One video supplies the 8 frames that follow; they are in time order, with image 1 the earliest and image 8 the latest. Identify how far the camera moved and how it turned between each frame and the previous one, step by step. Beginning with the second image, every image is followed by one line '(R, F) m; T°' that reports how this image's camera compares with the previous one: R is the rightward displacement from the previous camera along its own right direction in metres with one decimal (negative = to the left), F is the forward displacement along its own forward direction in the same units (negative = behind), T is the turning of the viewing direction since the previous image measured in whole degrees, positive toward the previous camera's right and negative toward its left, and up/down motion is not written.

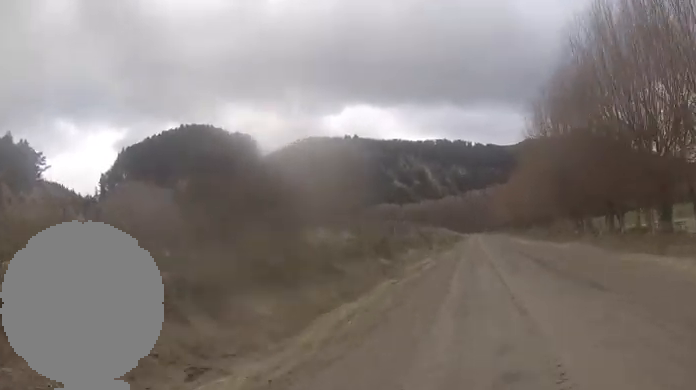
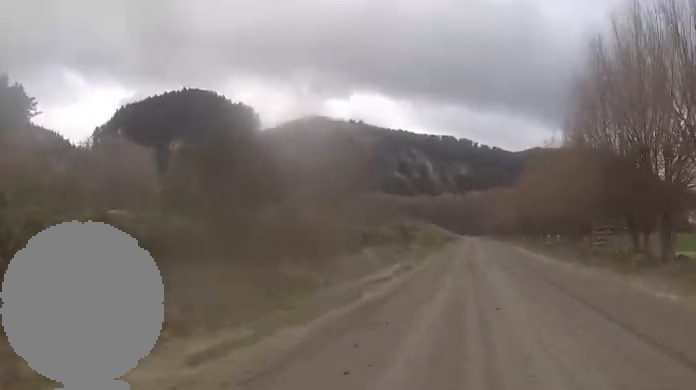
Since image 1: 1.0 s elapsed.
(+0.5, +20.7) m; +2°
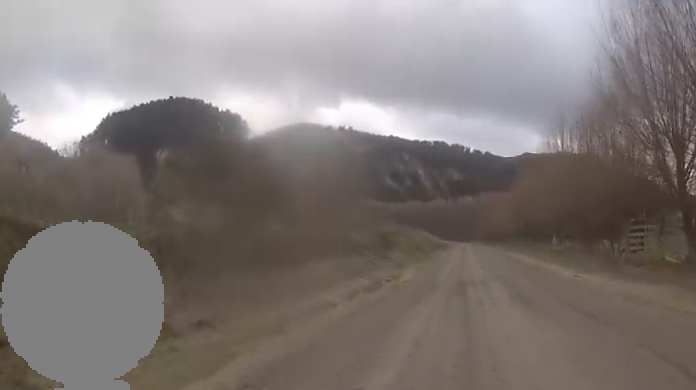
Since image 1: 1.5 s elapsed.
(+0.1, +9.9) m; 0°
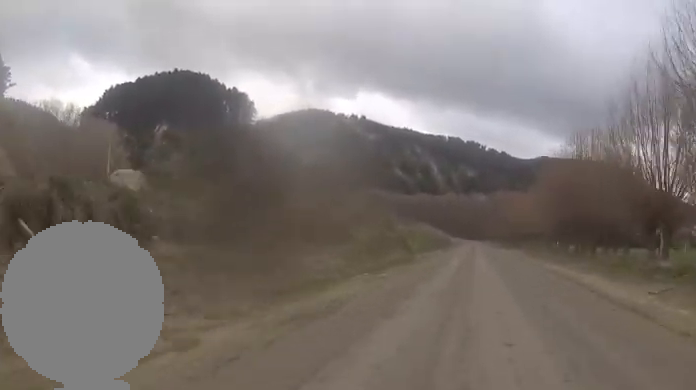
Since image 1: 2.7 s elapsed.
(0.0, +26.6) m; -1°
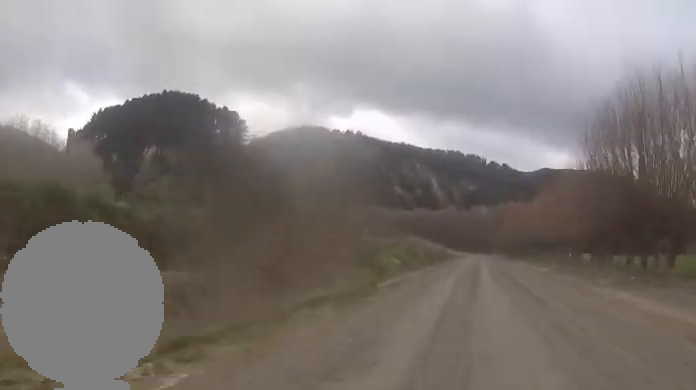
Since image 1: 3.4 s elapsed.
(0.0, +15.0) m; -1°
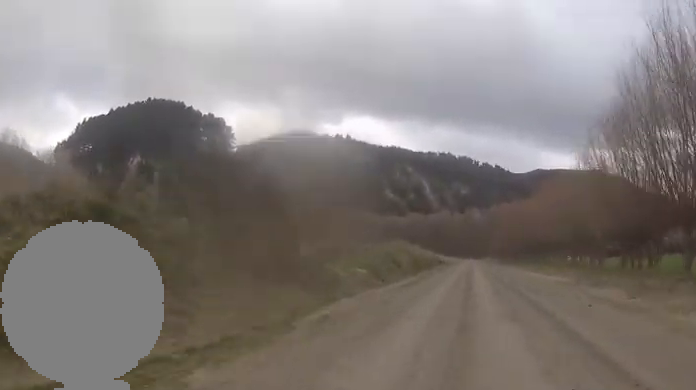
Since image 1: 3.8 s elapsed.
(-0.3, +9.2) m; 0°
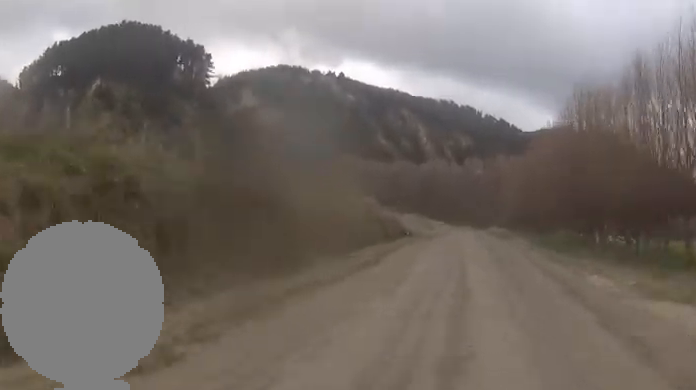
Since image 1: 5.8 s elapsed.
(+1.0, +40.1) m; +1°
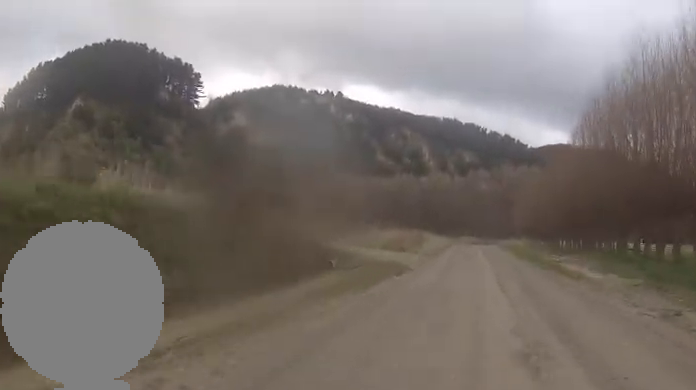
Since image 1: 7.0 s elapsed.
(-1.1, +22.7) m; -2°
